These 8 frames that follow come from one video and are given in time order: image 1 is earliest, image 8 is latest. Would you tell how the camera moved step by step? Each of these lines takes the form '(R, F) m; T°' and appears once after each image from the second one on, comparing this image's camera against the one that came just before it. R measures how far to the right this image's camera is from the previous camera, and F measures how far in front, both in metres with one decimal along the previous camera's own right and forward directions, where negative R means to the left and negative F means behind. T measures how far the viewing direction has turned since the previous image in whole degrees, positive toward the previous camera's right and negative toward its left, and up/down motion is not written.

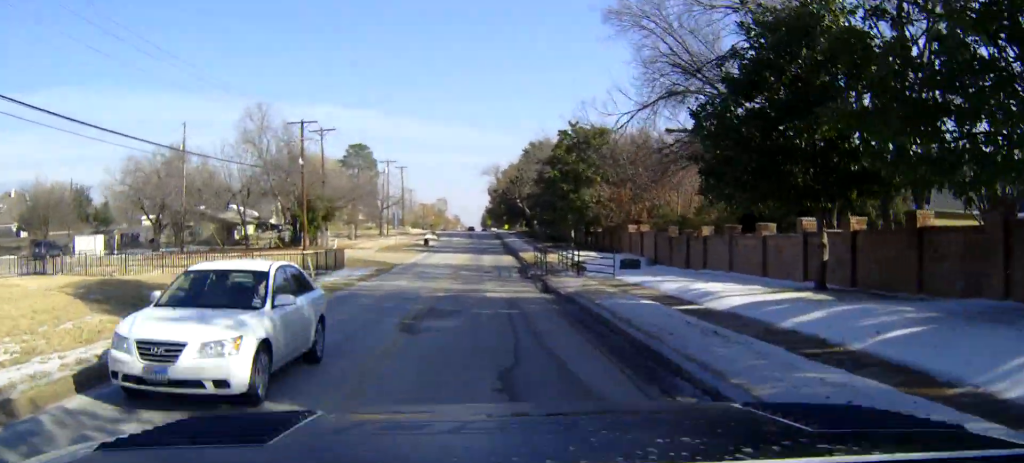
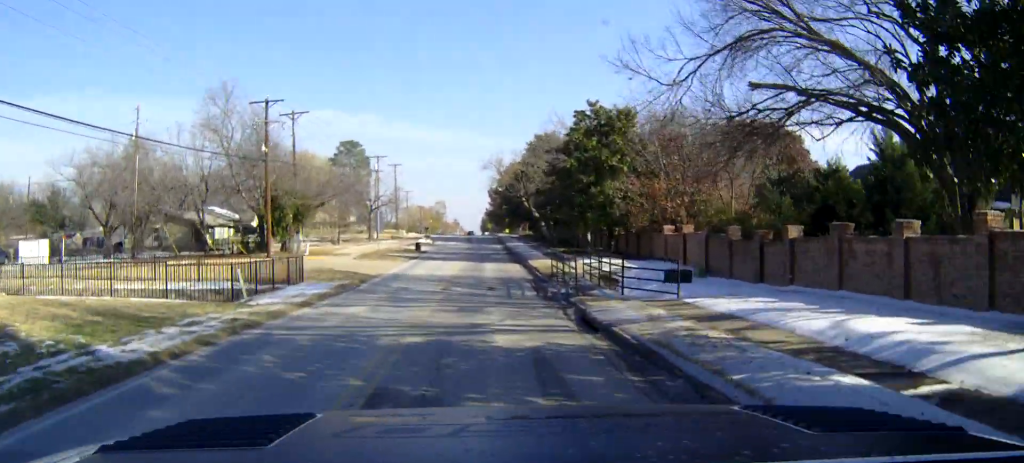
(0.0, +8.9) m; 0°
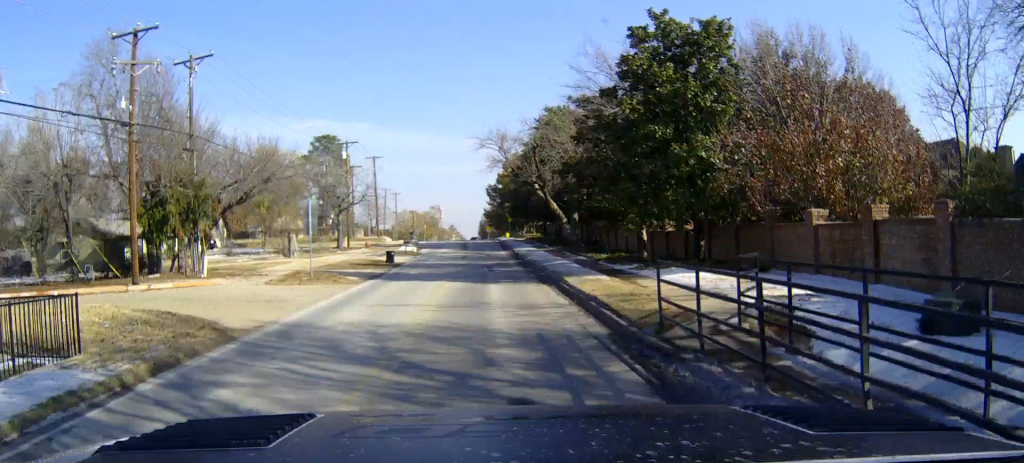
(0.0, +16.4) m; 0°
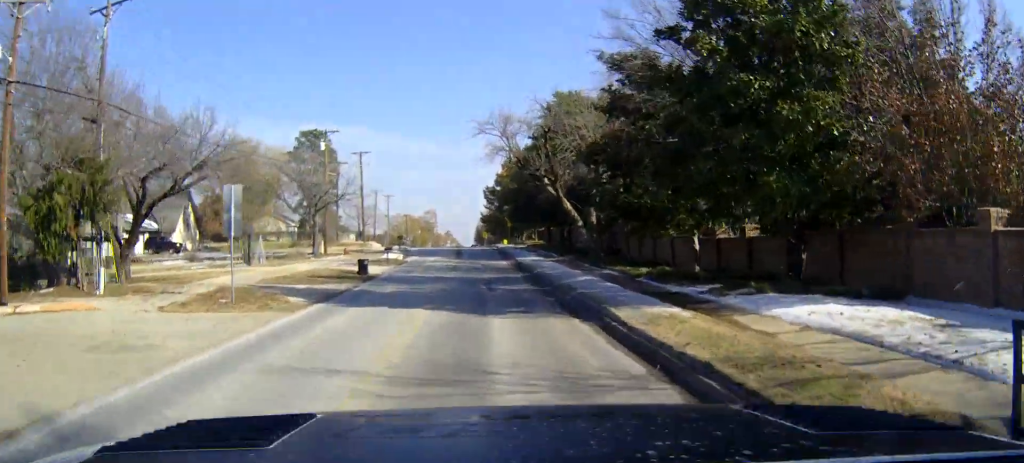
(0.0, +7.7) m; 0°
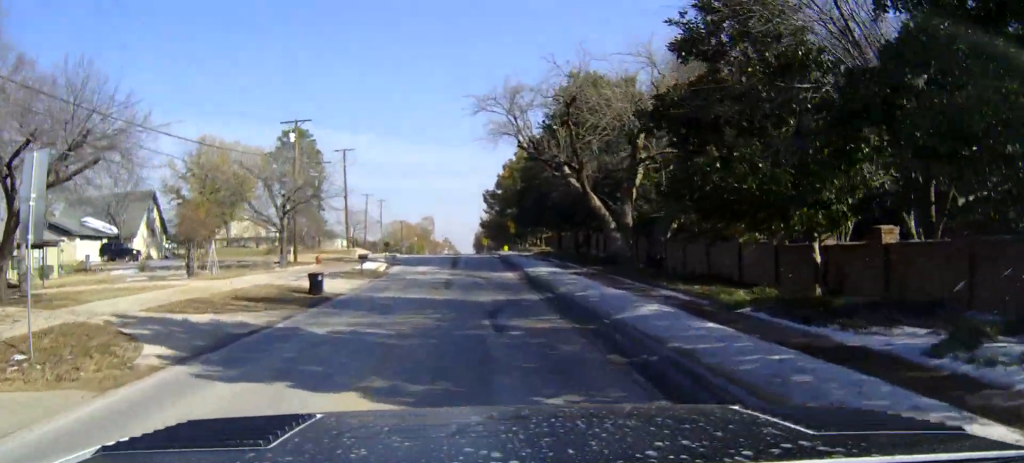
(0.0, +8.6) m; 0°
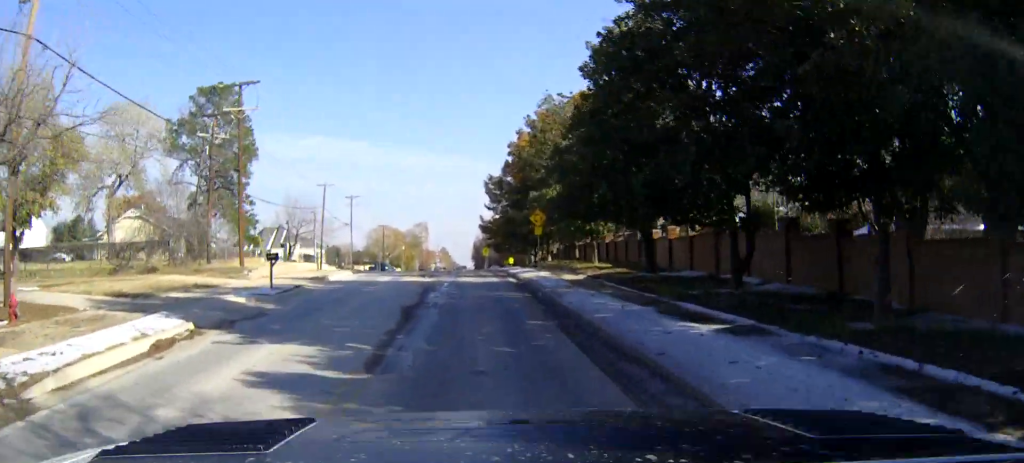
(0.0, +33.2) m; 0°
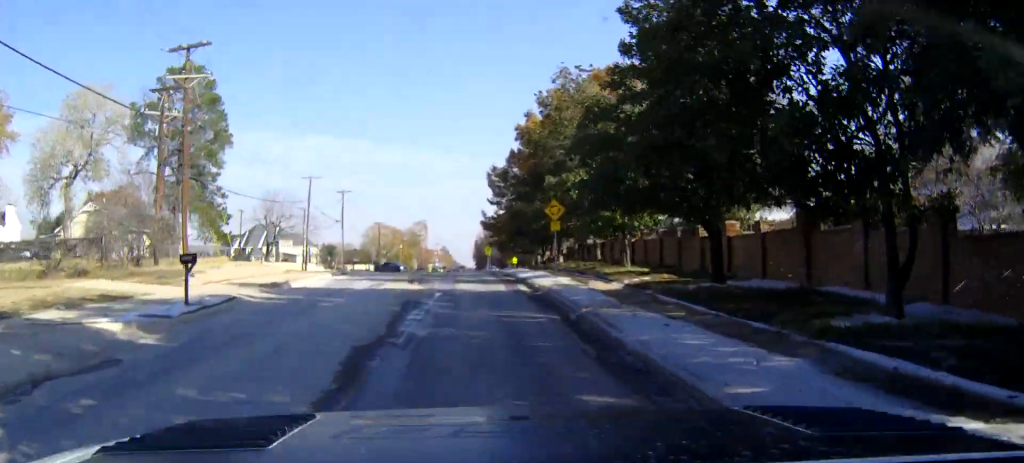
(0.0, +8.4) m; 0°
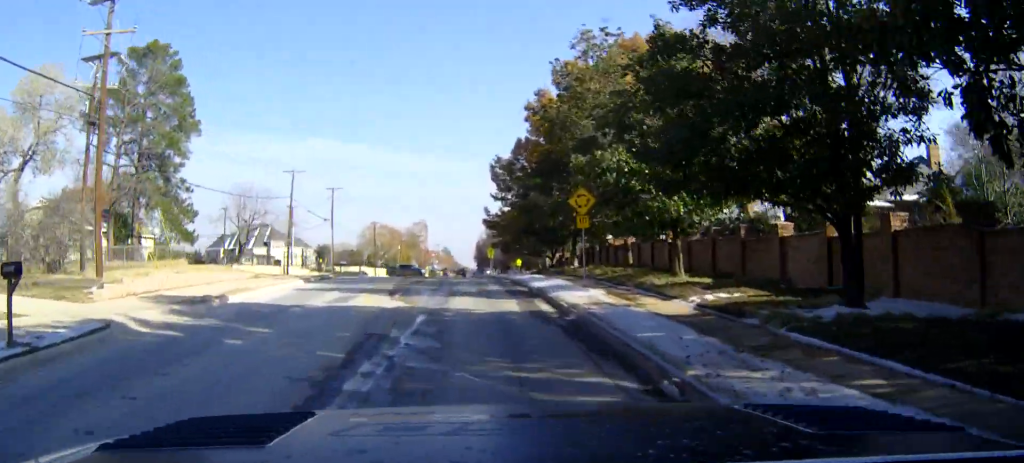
(0.0, +8.2) m; 0°
